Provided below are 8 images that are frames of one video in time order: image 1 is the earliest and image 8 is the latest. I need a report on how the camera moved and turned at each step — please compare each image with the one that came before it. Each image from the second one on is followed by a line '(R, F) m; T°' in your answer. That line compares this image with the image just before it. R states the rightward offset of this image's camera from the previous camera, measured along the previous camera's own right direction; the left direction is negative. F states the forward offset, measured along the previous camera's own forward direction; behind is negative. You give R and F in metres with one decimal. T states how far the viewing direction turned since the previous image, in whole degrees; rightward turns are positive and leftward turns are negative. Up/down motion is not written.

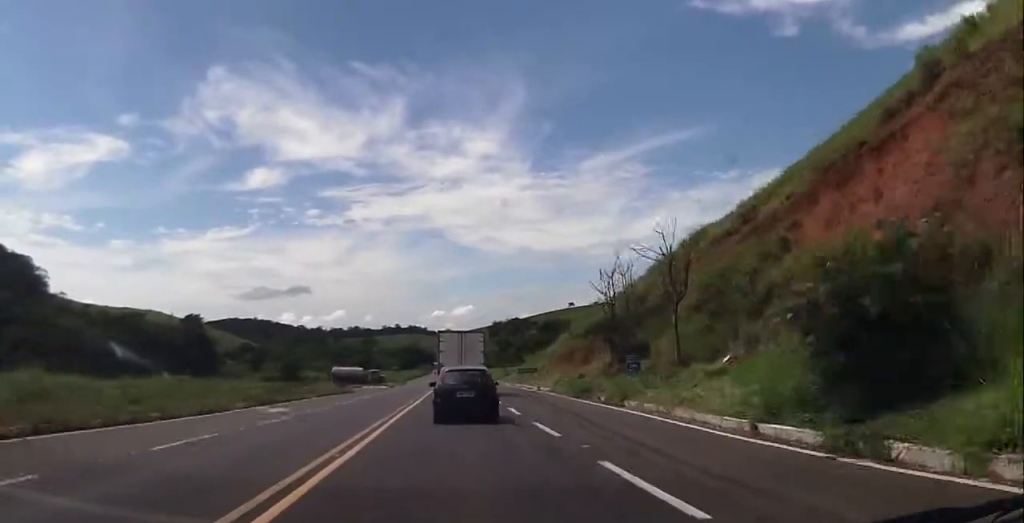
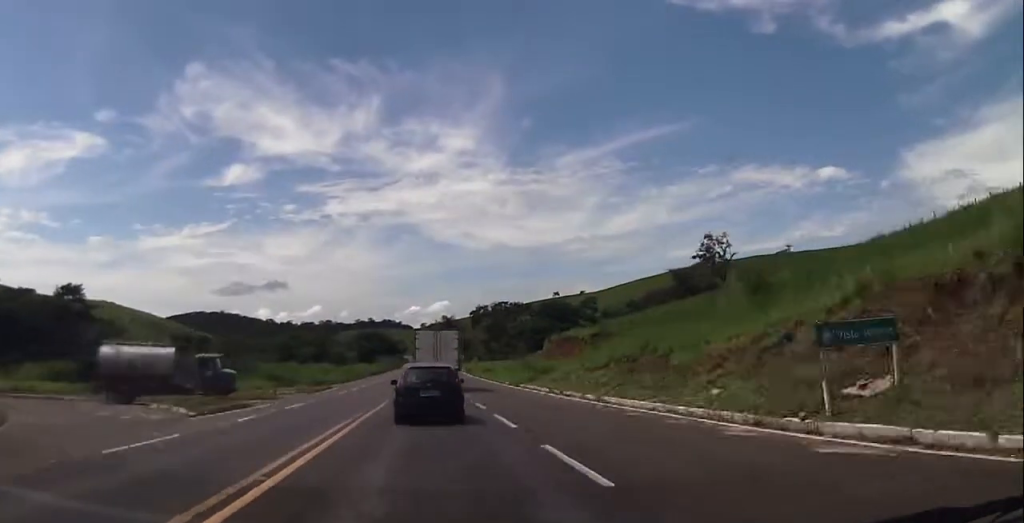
(-0.6, +59.8) m; +1°
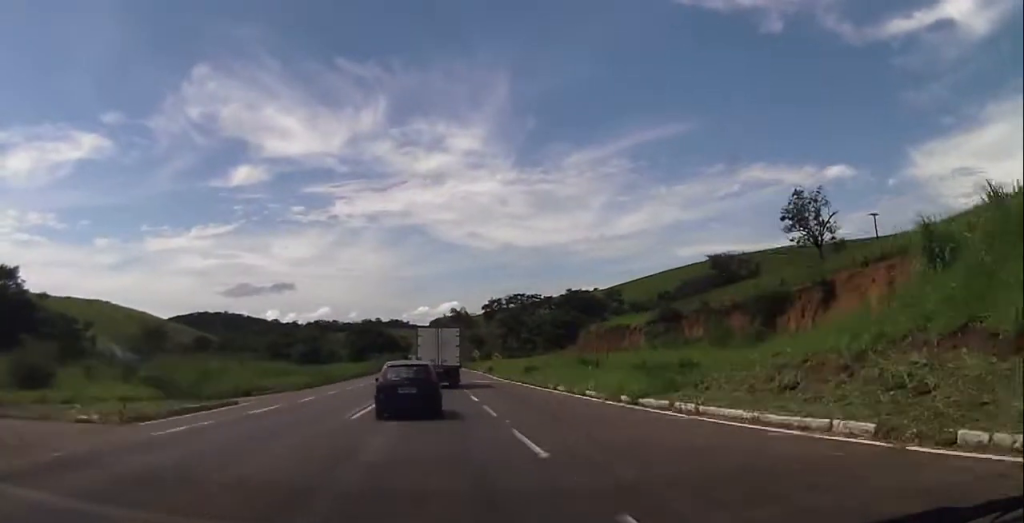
(+0.3, +28.7) m; 0°
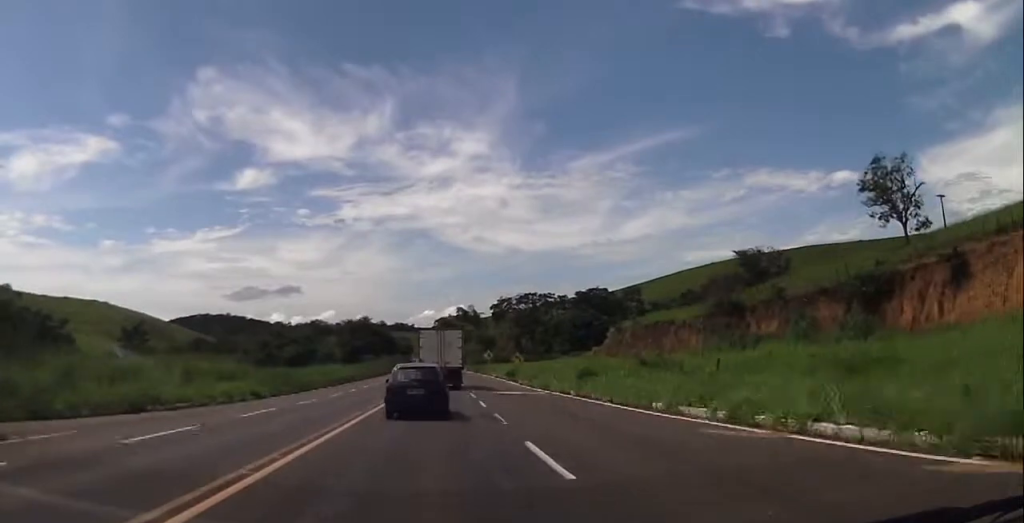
(-0.2, +17.1) m; -1°
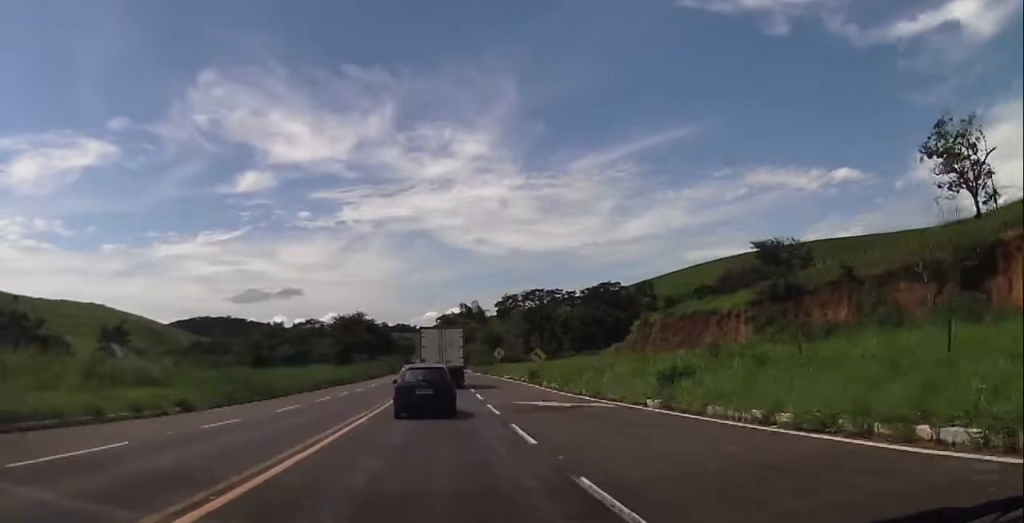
(0.0, +11.7) m; 0°
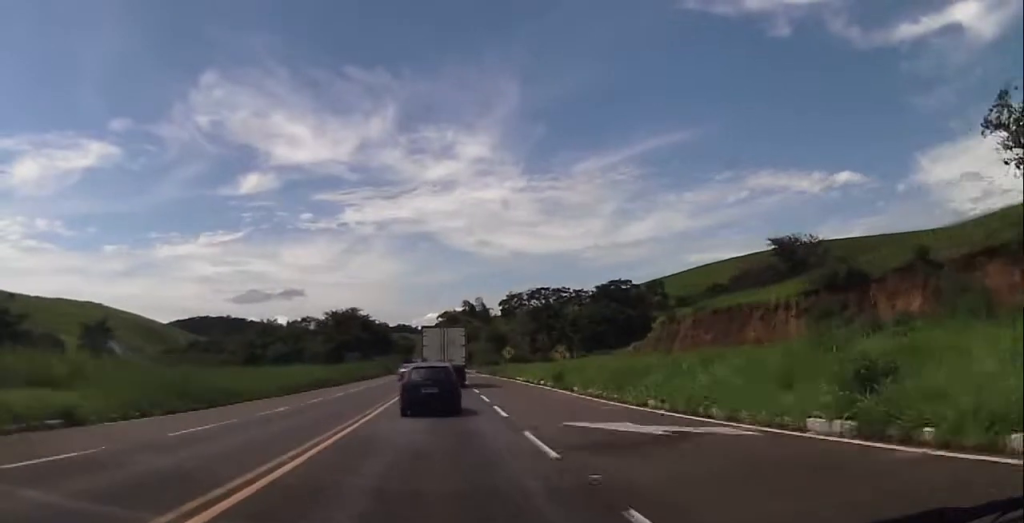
(0.0, +9.4) m; 0°
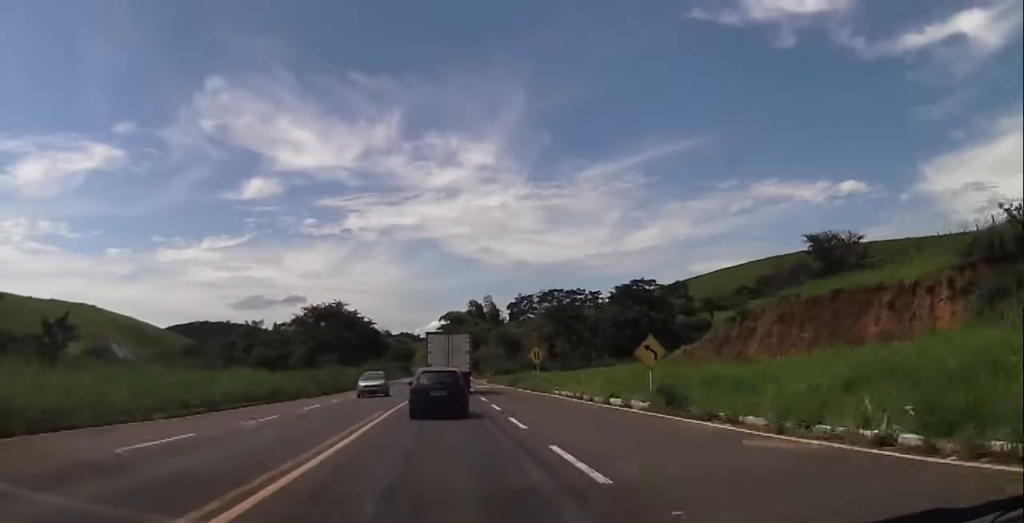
(+0.1, +18.1) m; 0°
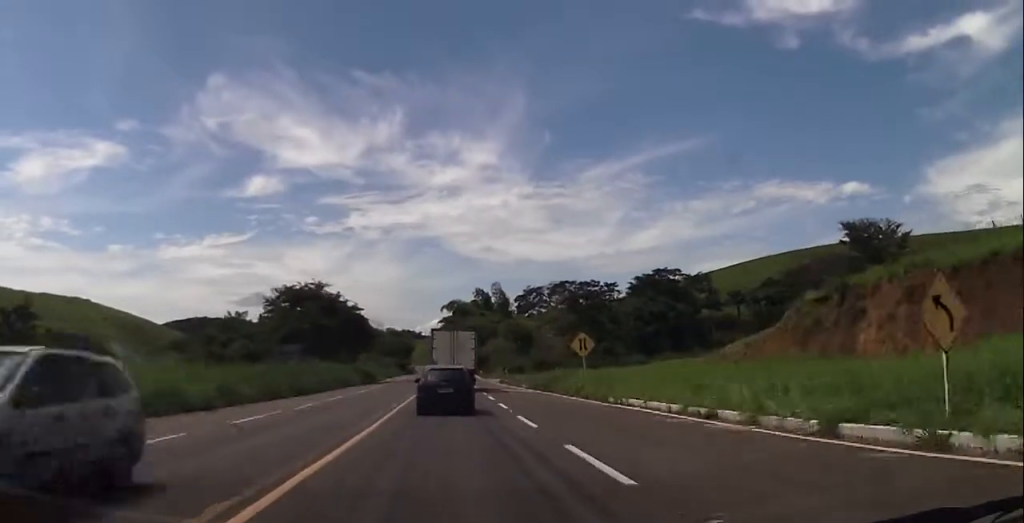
(+0.2, +15.8) m; -1°
